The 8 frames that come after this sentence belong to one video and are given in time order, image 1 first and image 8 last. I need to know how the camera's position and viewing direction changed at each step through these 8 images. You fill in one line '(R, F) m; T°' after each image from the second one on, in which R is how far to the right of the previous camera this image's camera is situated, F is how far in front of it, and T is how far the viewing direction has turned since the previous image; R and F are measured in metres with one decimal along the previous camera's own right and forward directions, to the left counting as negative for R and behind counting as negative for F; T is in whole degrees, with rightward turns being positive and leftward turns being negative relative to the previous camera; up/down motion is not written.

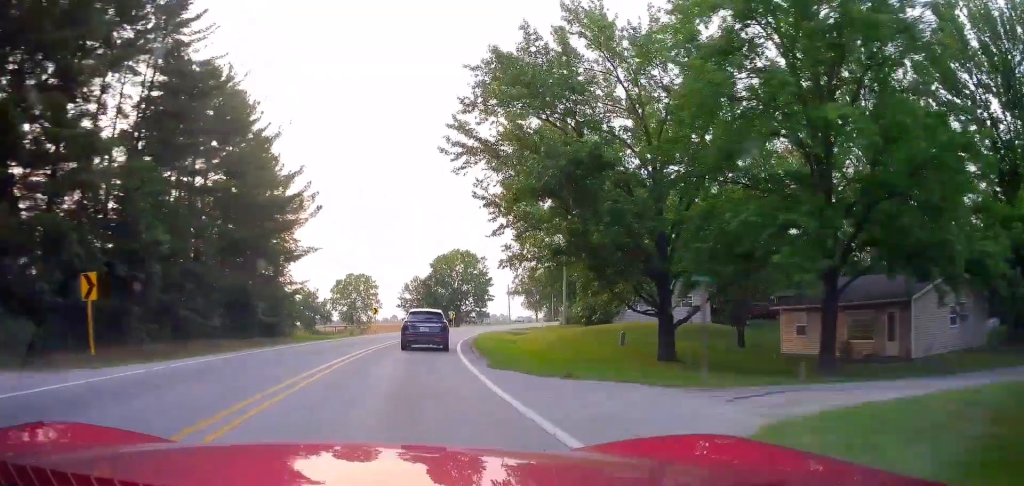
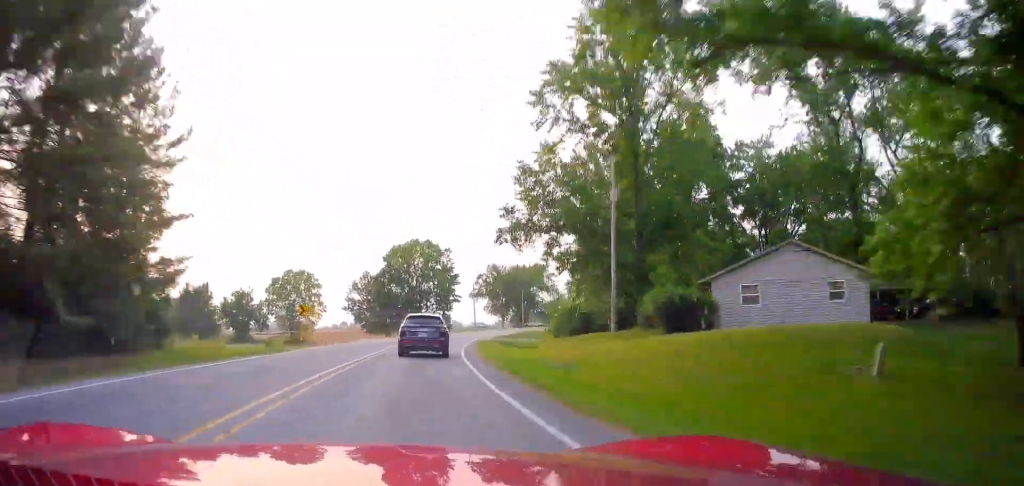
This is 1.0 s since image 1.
(+1.3, +21.6) m; +6°
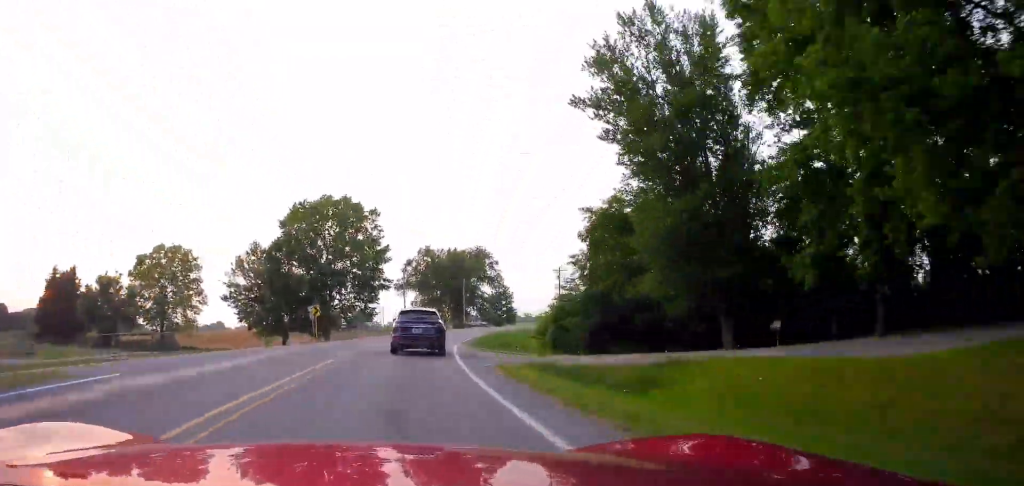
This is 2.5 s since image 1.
(+2.3, +31.3) m; +8°
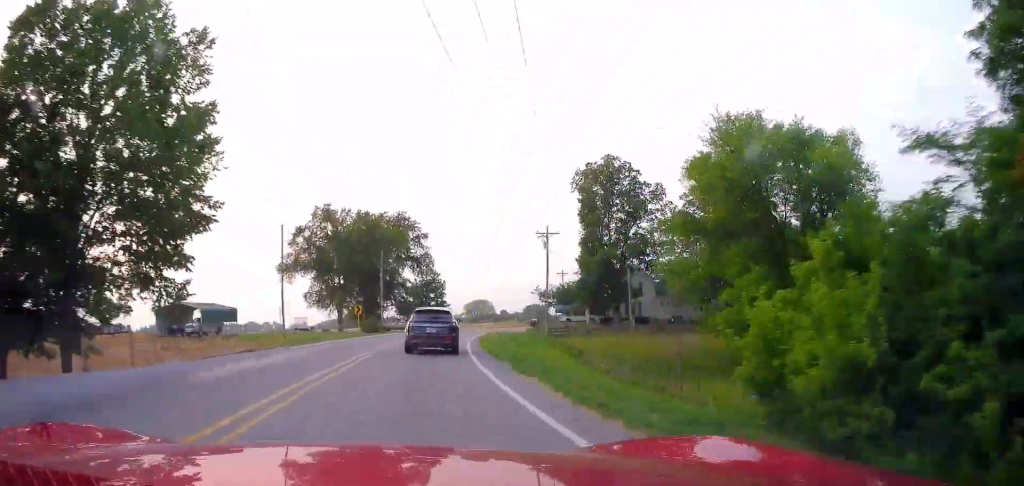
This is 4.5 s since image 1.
(+4.3, +42.5) m; +11°
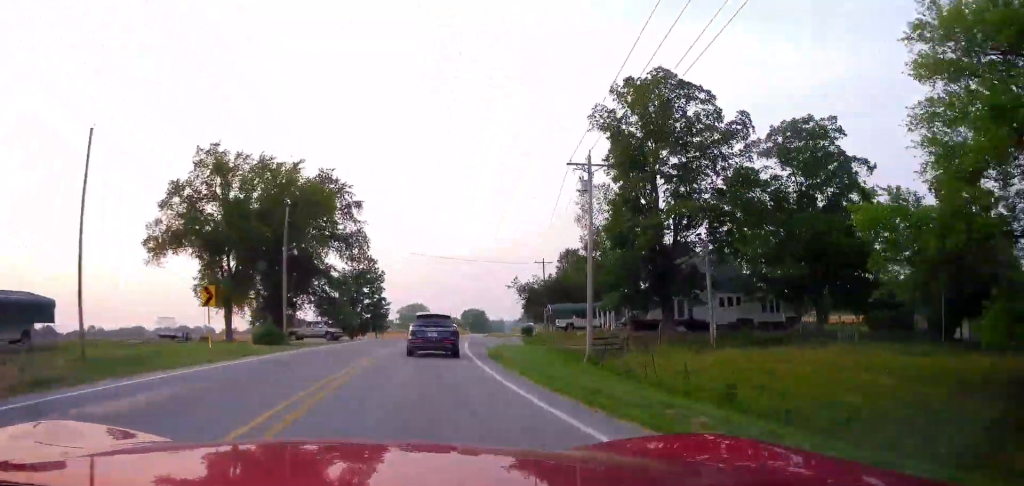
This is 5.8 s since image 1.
(+1.3, +28.7) m; +7°
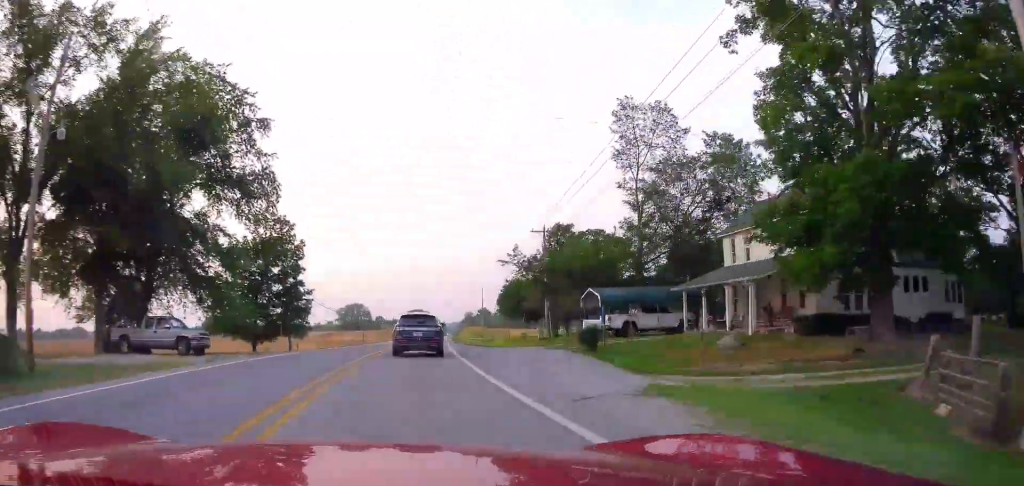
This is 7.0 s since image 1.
(+1.9, +26.5) m; +5°
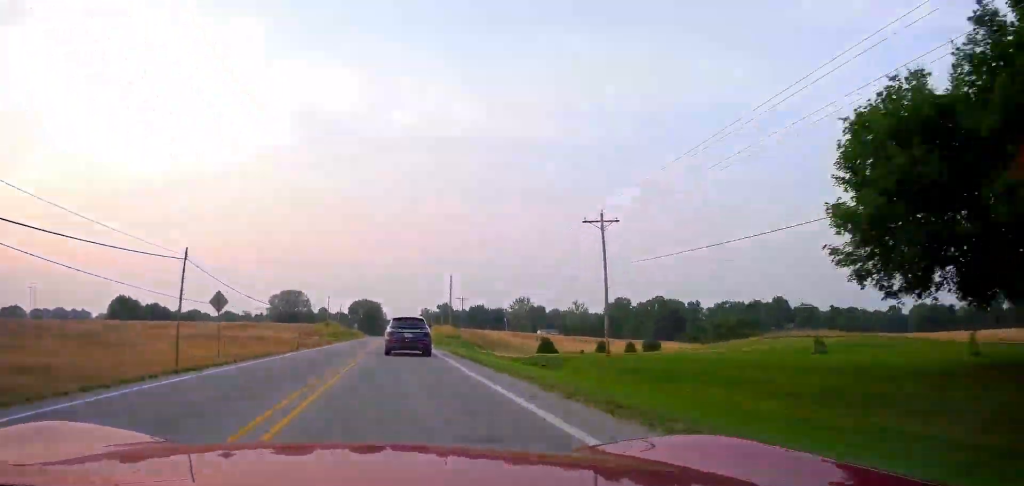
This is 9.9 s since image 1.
(+5.0, +67.5) m; +6°
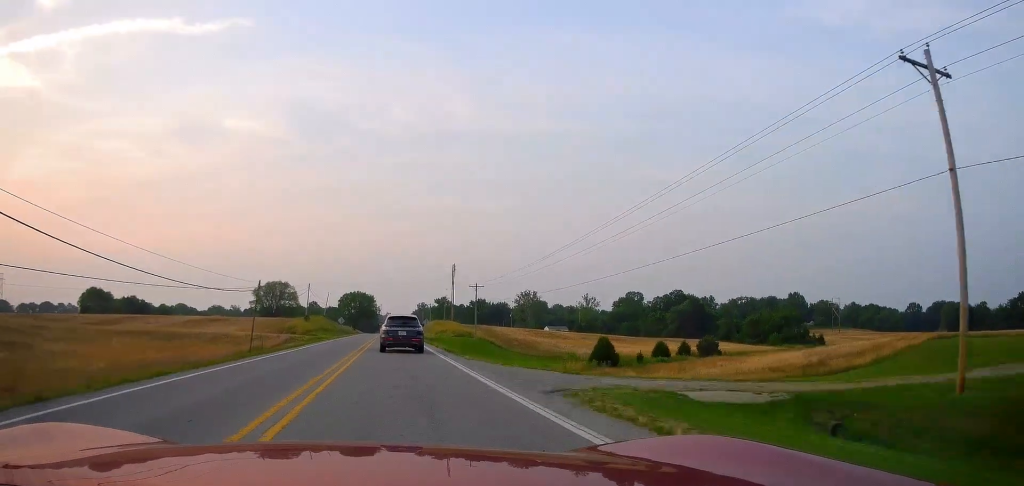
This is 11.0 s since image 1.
(+0.4, +26.1) m; 0°
